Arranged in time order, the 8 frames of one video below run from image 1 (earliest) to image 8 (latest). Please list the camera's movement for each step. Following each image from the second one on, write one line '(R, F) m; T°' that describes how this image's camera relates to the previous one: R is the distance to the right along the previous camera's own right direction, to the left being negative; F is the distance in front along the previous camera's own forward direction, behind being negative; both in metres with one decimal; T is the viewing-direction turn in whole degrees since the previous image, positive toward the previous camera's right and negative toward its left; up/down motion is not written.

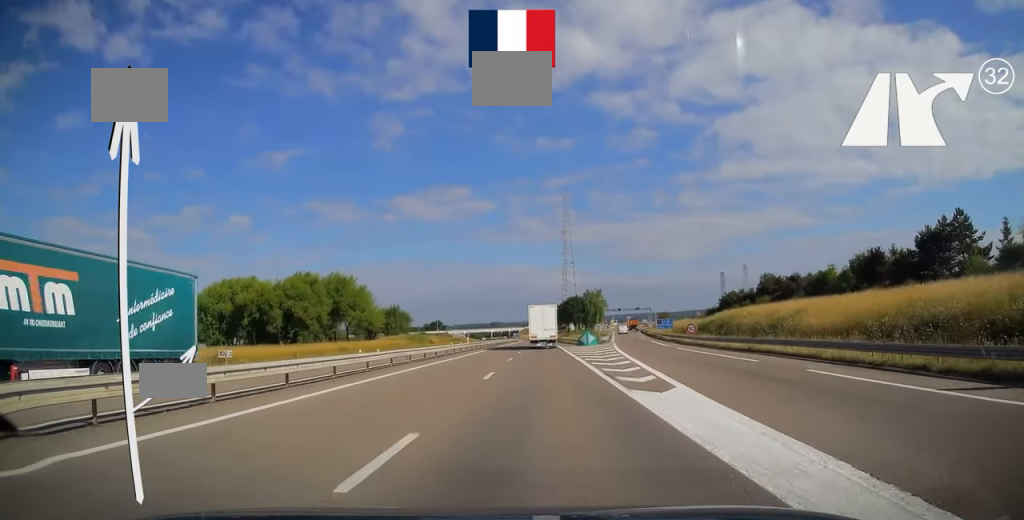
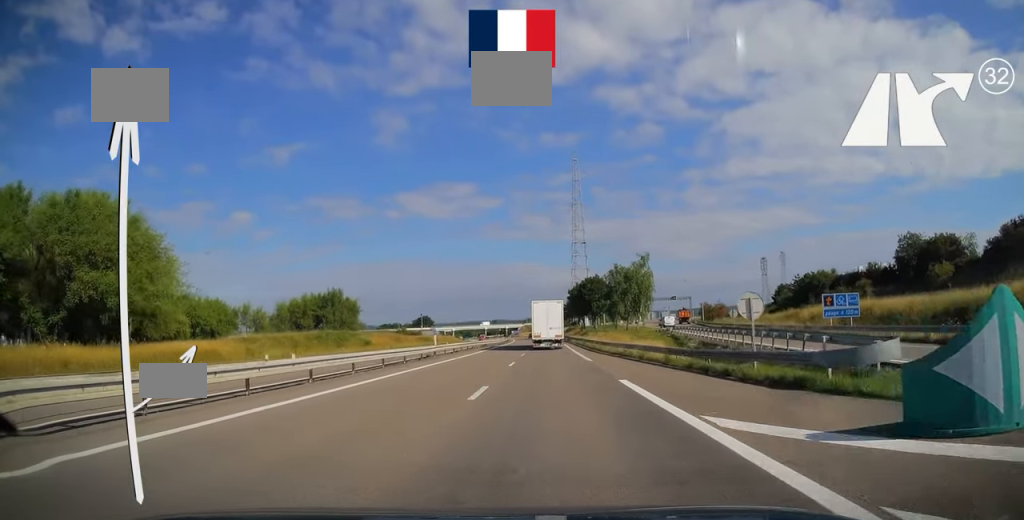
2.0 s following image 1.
(-0.3, +59.0) m; -1°
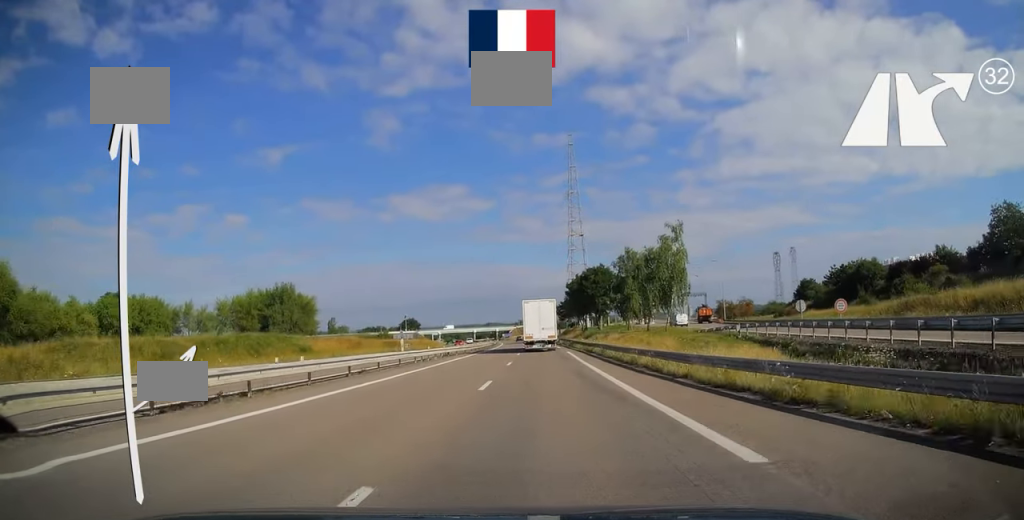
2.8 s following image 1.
(0.0, +23.6) m; +1°
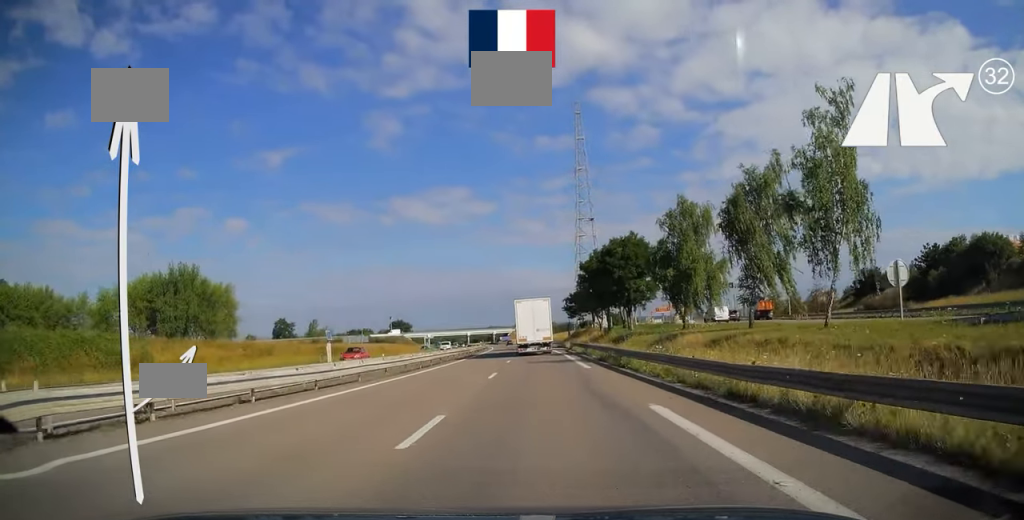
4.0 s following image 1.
(+0.2, +34.5) m; 0°
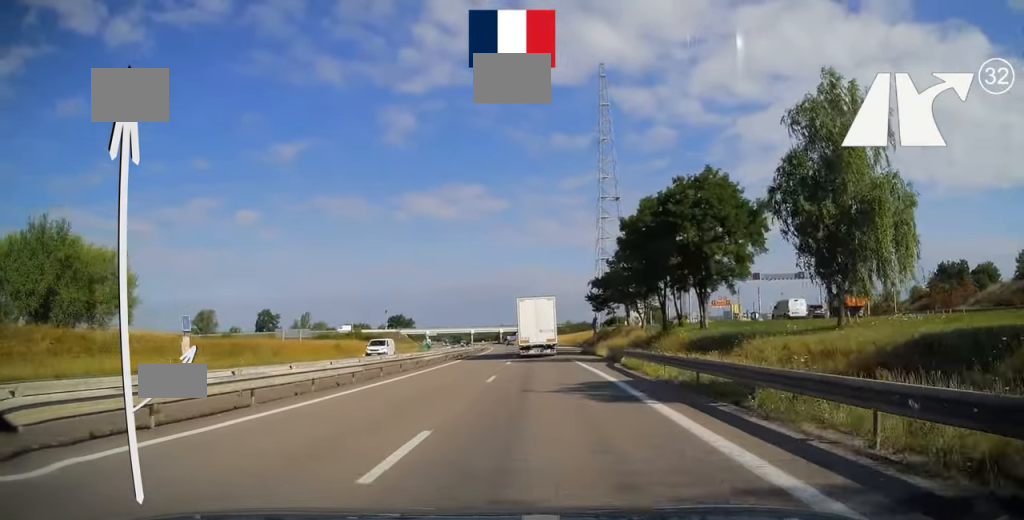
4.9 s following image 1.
(-0.4, +28.5) m; -1°
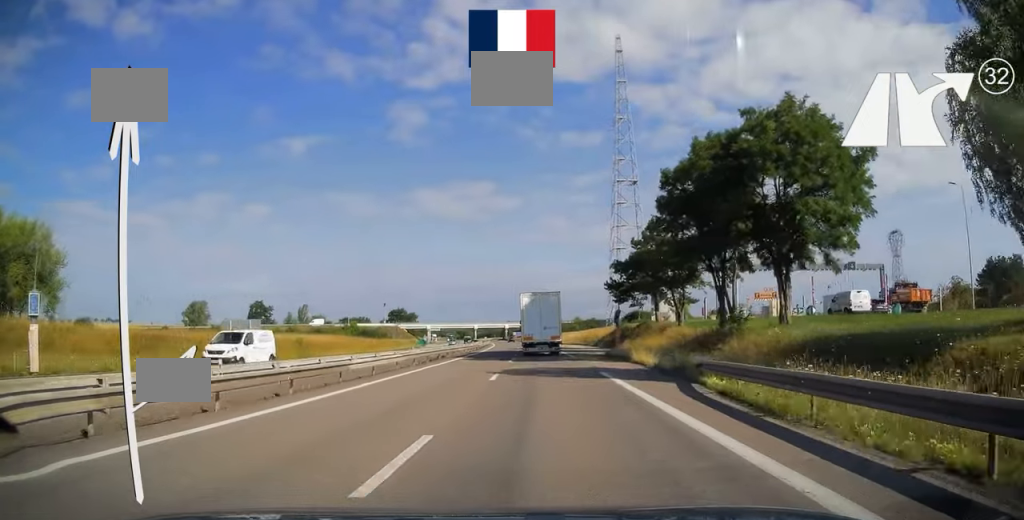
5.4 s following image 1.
(0.0, +13.7) m; -1°
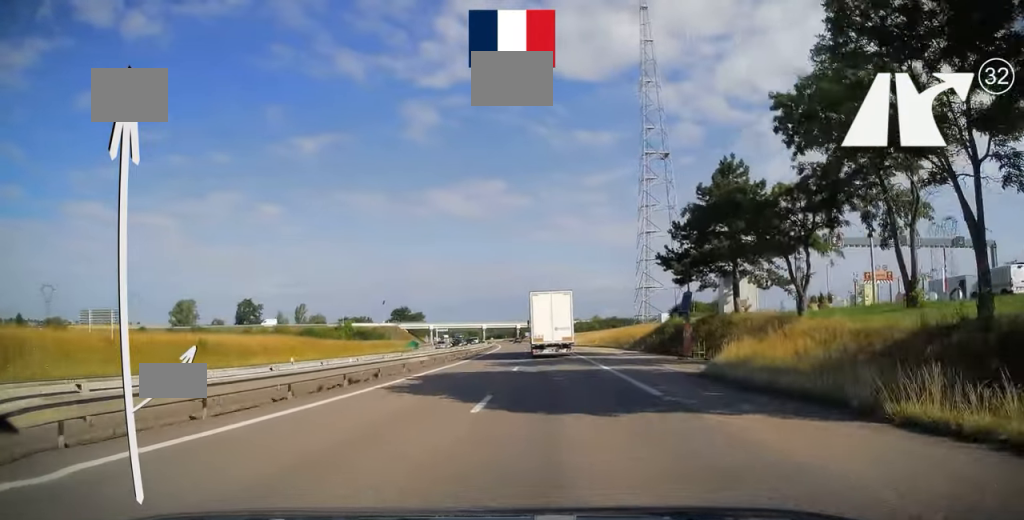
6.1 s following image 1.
(-0.2, +21.1) m; -1°
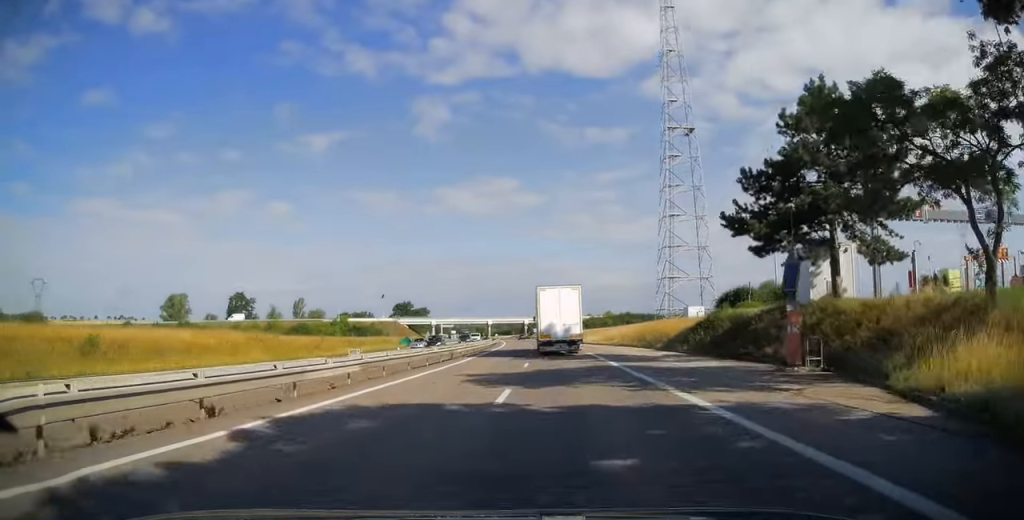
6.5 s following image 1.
(-0.1, +12.7) m; -1°
